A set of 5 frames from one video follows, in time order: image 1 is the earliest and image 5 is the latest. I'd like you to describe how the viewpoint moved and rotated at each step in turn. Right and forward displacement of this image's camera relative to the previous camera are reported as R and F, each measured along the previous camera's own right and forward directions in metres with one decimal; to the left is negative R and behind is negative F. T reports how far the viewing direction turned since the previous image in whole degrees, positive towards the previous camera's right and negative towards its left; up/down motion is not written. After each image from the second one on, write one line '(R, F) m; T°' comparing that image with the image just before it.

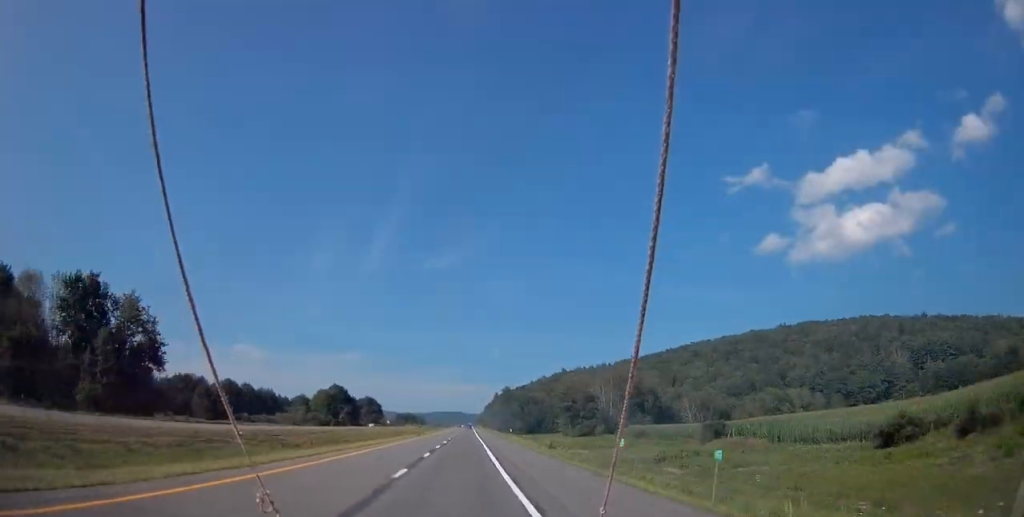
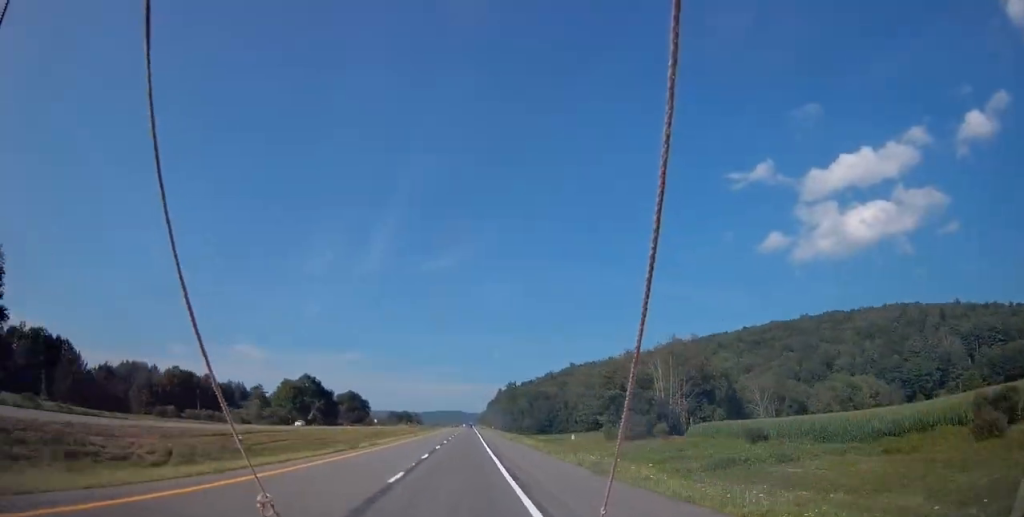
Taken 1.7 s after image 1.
(+0.1, +49.6) m; 0°
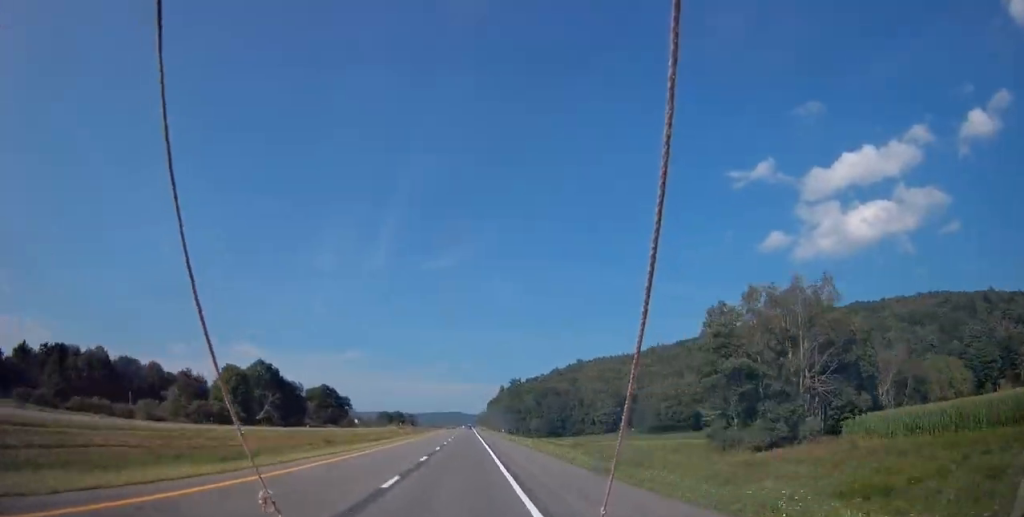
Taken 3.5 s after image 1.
(0.0, +49.7) m; 0°
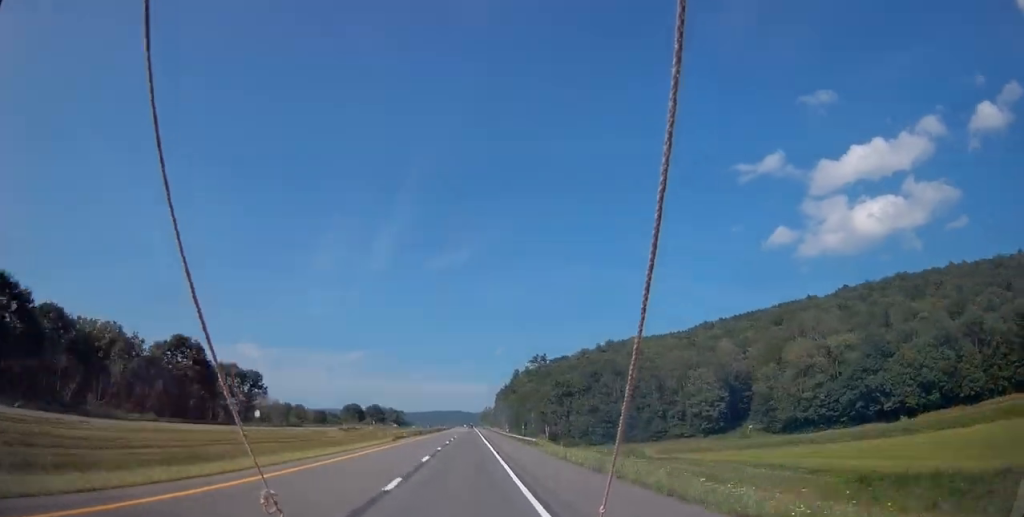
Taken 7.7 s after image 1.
(-0.2, +128.2) m; 0°
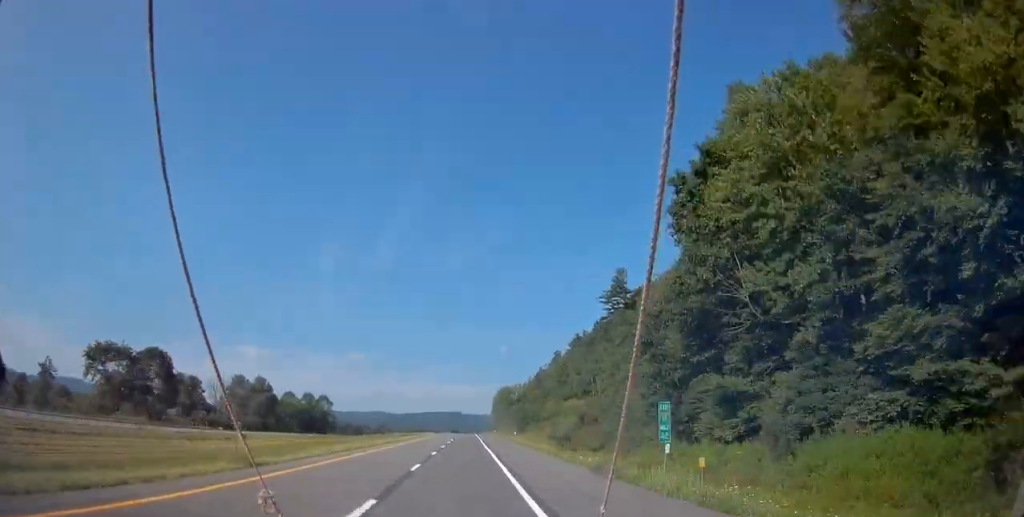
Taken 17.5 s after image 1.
(+0.1, +329.1) m; 0°
